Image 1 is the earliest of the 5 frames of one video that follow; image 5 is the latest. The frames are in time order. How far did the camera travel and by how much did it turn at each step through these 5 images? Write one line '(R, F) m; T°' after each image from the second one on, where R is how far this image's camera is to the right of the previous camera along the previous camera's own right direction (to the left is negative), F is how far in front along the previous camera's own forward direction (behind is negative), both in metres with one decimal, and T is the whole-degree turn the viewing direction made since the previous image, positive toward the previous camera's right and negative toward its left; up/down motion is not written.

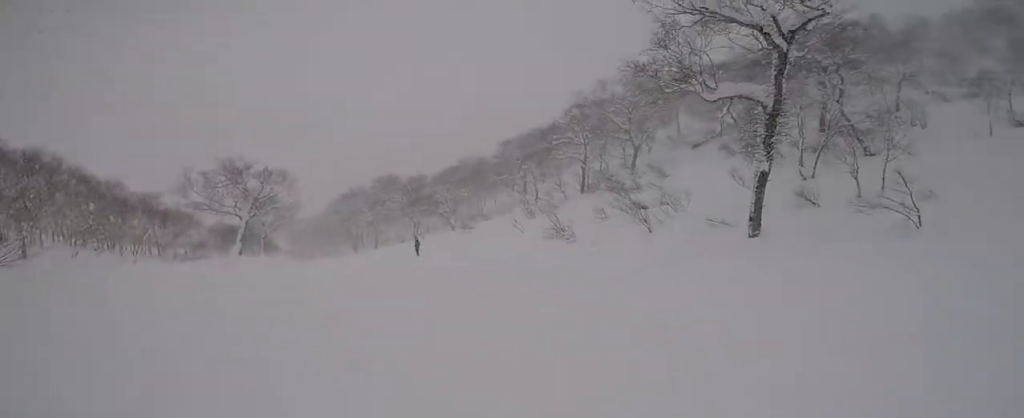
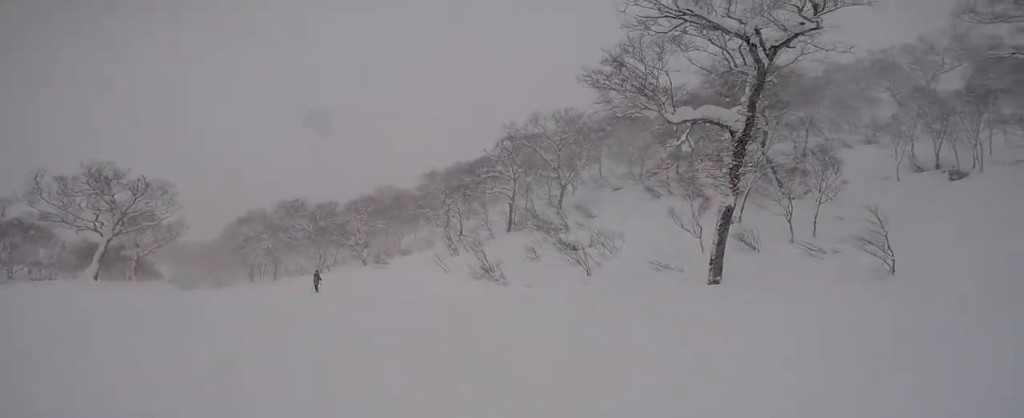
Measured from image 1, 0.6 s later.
(+0.7, +3.0) m; +3°
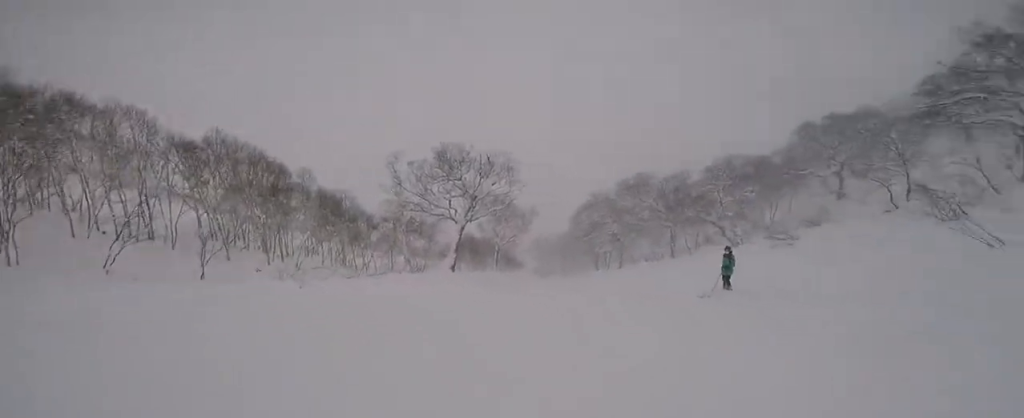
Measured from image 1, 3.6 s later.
(-4.6, +12.3) m; -15°
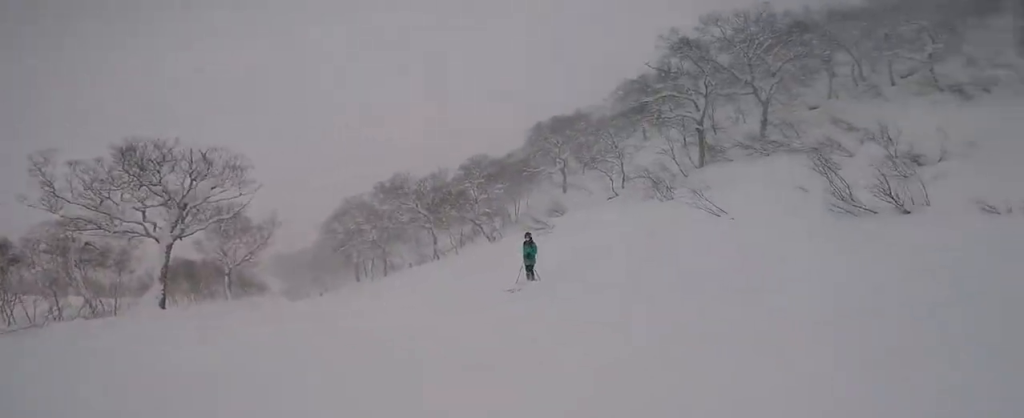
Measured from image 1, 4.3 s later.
(+0.5, +2.6) m; +23°
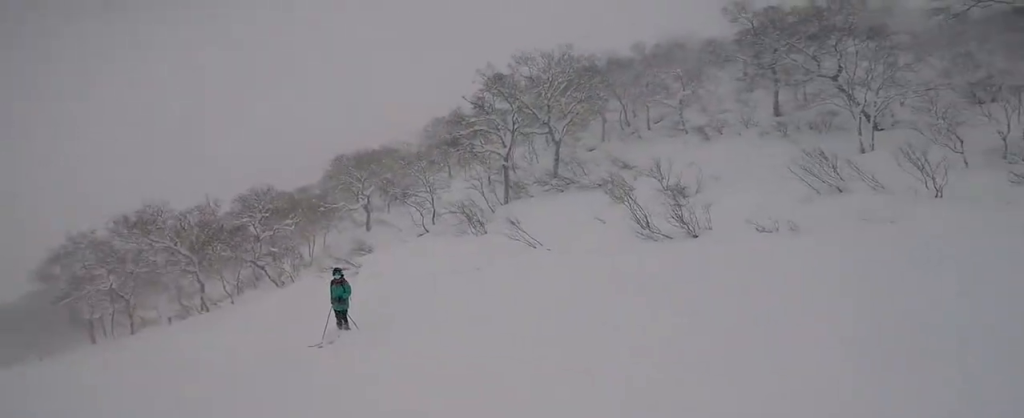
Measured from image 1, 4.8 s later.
(+0.4, +2.1) m; +12°
